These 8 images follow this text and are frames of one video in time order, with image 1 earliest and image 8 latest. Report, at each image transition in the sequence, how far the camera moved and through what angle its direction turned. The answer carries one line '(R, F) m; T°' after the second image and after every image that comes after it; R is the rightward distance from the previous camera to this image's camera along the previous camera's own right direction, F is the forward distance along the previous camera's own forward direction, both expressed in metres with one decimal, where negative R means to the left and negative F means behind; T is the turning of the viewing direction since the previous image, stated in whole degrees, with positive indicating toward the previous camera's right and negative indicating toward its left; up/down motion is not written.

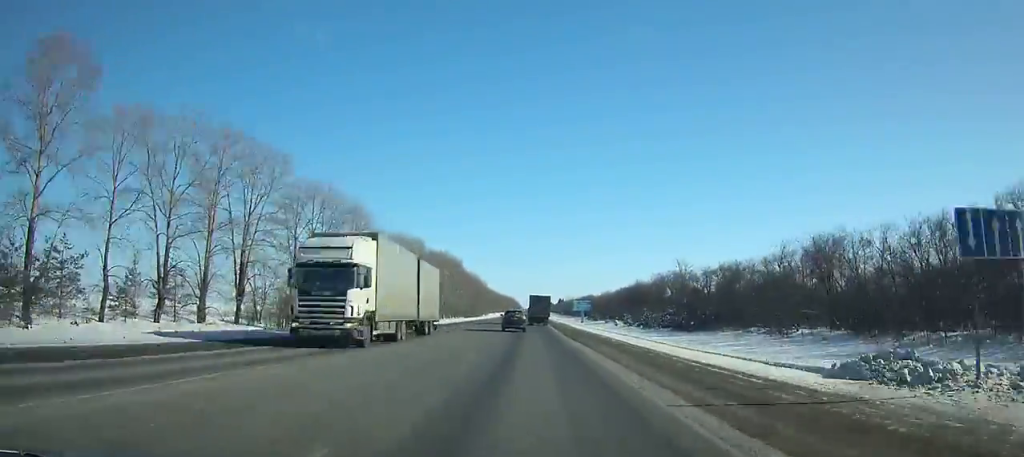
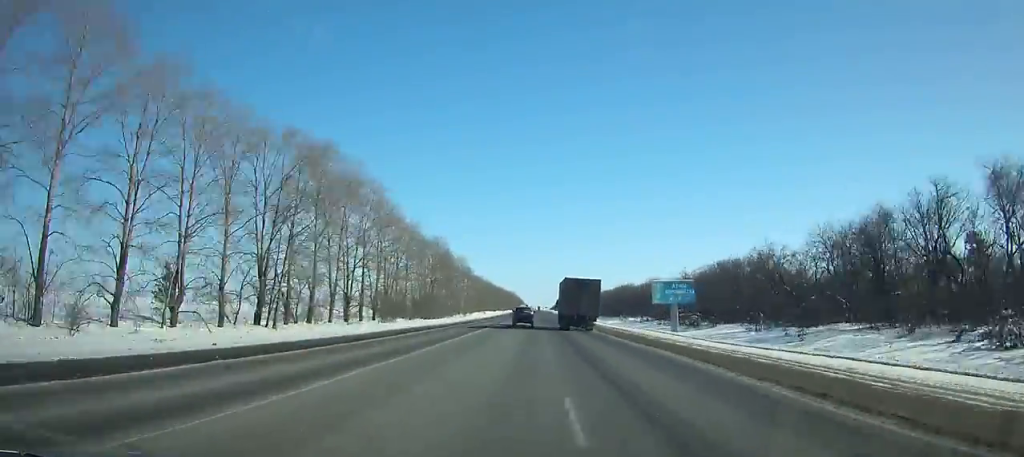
(-0.3, +114.3) m; 0°
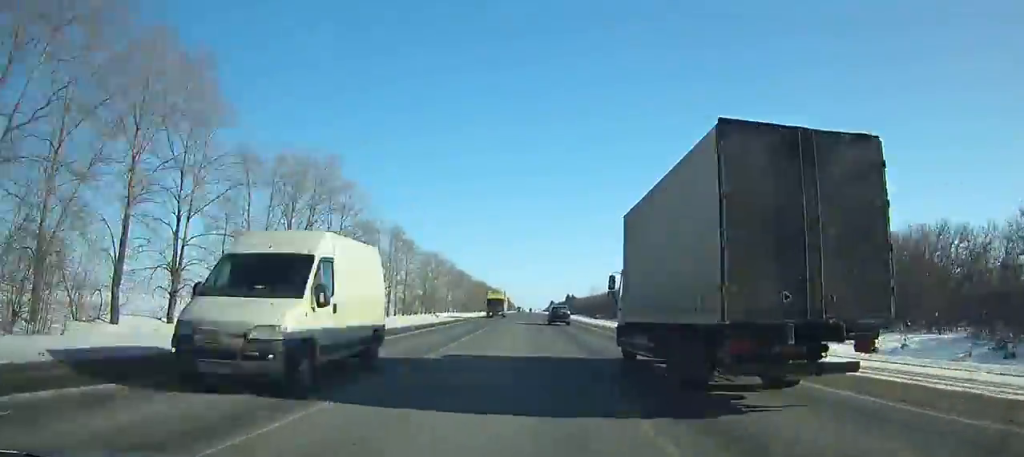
(+0.4, +106.7) m; +1°
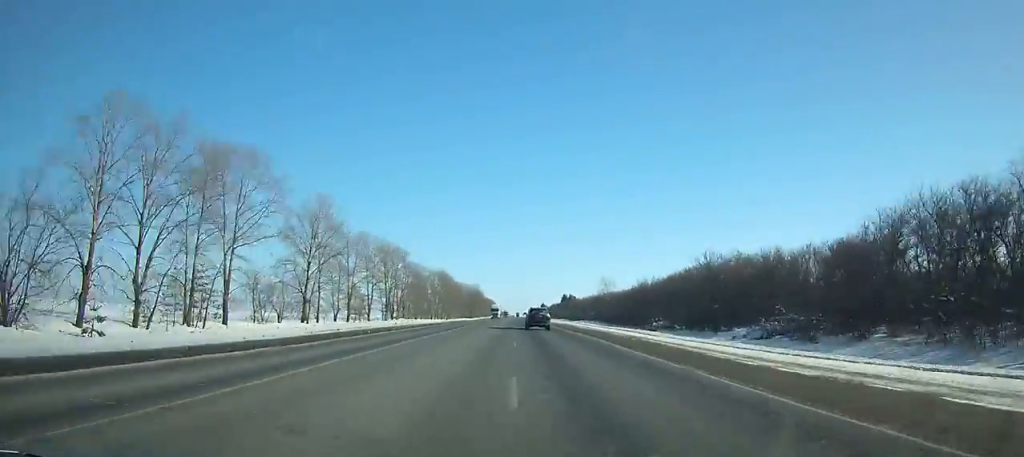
(+1.1, +101.1) m; +1°
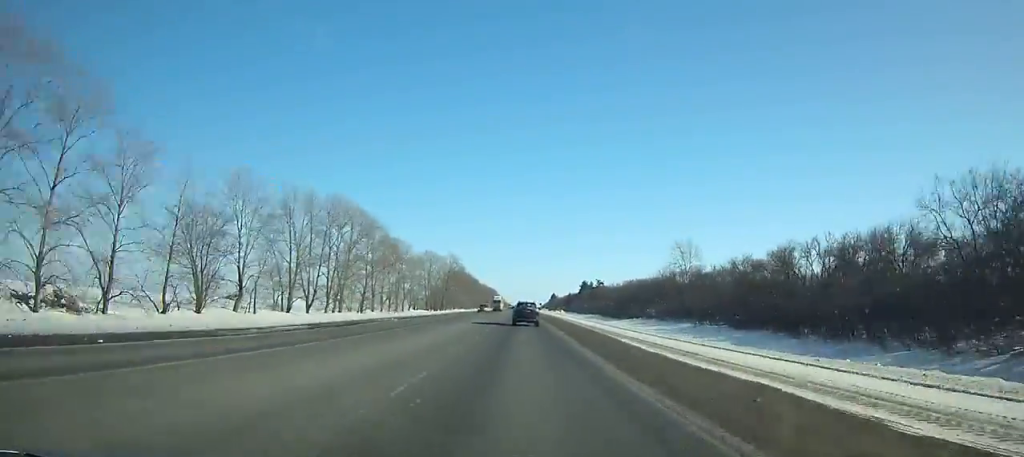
(+0.6, +107.9) m; 0°
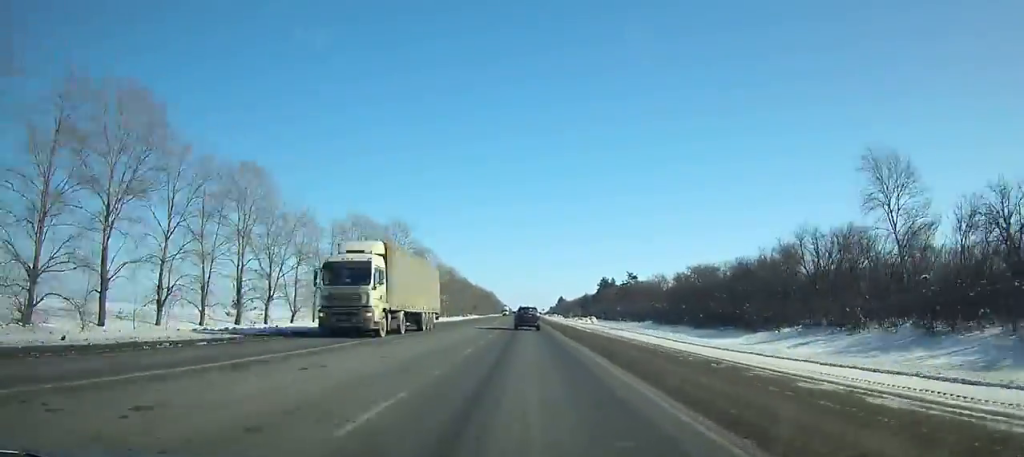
(-0.3, +74.3) m; -1°
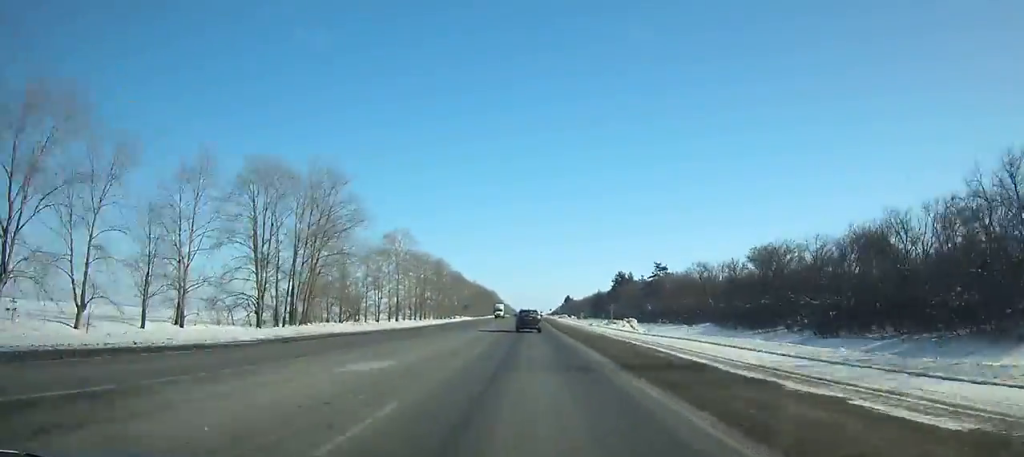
(-0.2, +38.0) m; 0°
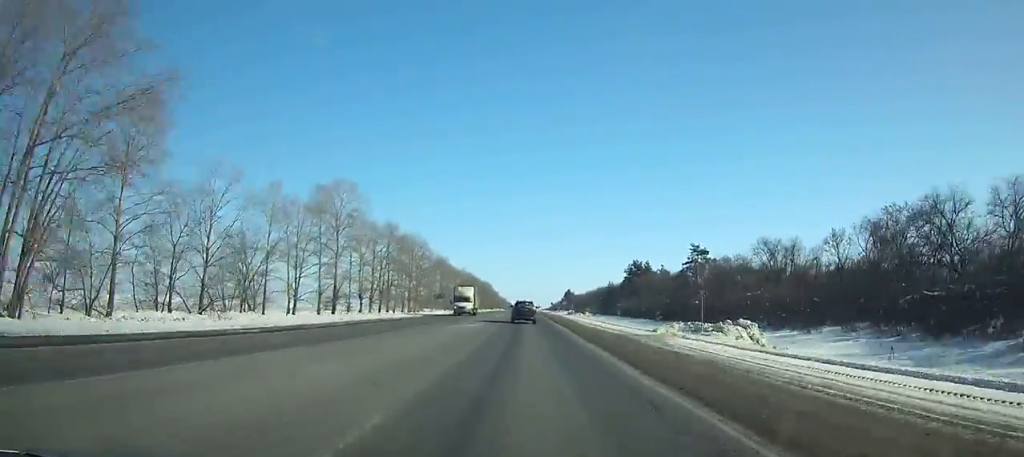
(-0.1, +36.9) m; 0°
